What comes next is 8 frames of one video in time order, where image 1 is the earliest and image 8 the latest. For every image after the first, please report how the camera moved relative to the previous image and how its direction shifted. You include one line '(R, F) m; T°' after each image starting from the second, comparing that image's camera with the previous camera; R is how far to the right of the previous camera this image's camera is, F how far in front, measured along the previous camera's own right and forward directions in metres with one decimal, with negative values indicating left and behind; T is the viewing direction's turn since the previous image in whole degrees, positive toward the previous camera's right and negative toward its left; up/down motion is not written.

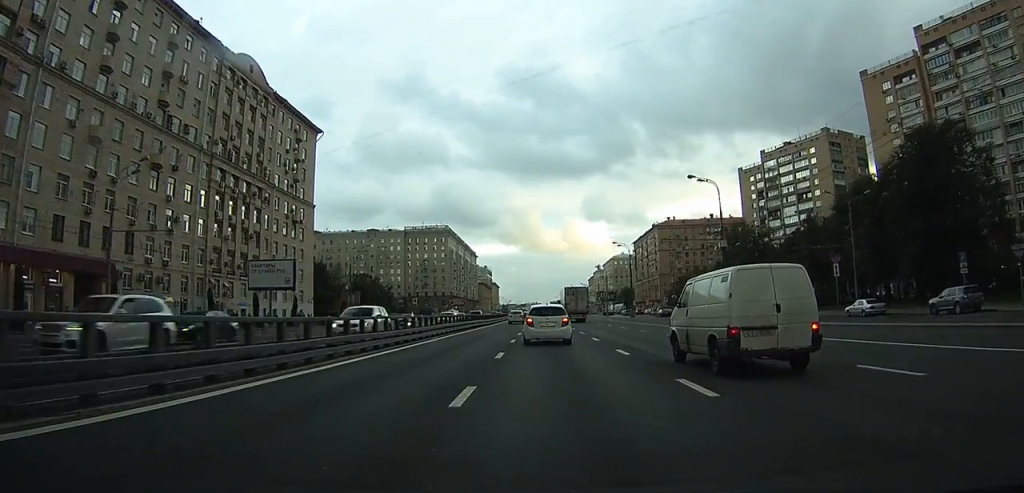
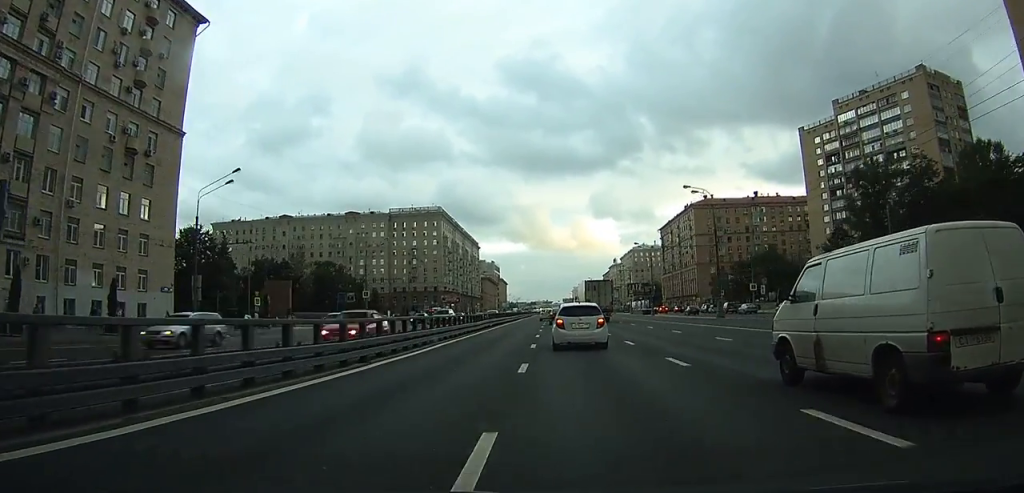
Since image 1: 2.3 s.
(-0.2, +44.0) m; -1°
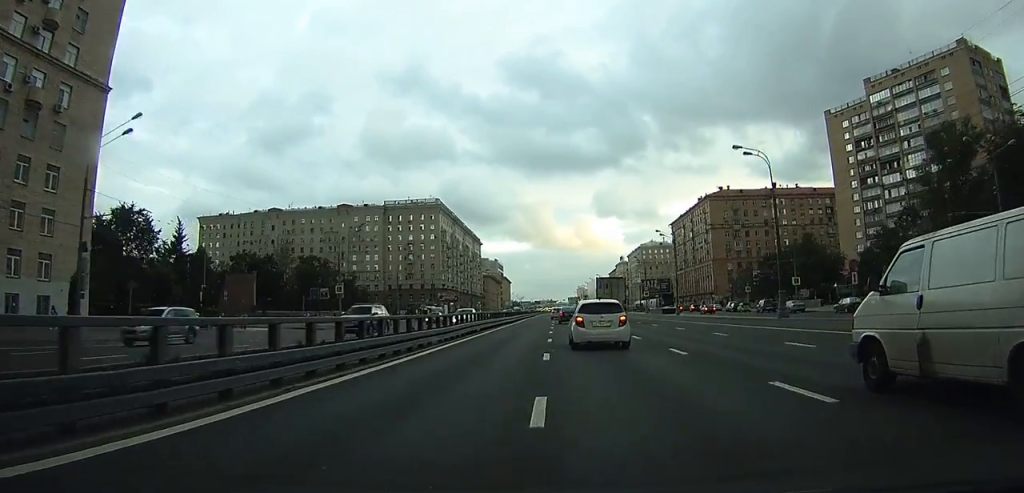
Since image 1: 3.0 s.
(0.0, +13.9) m; 0°
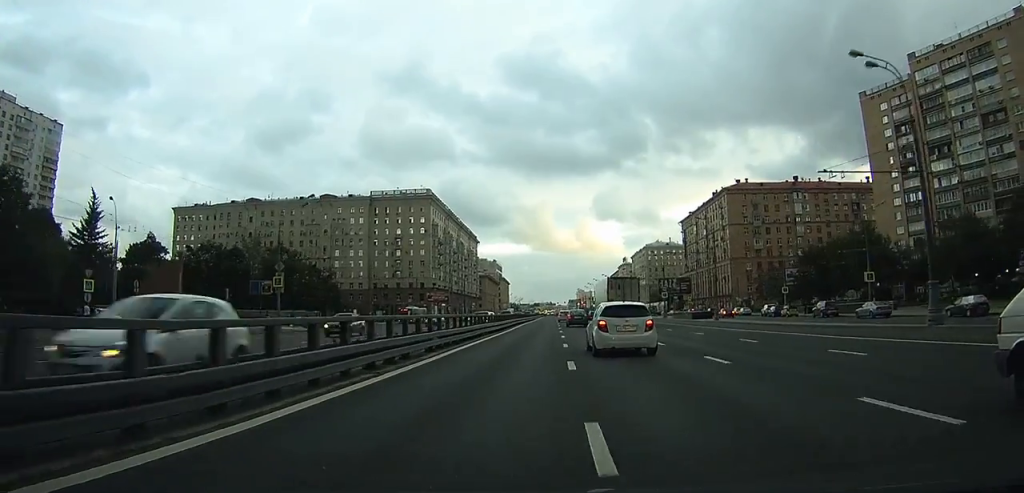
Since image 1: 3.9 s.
(-0.1, +18.0) m; 0°
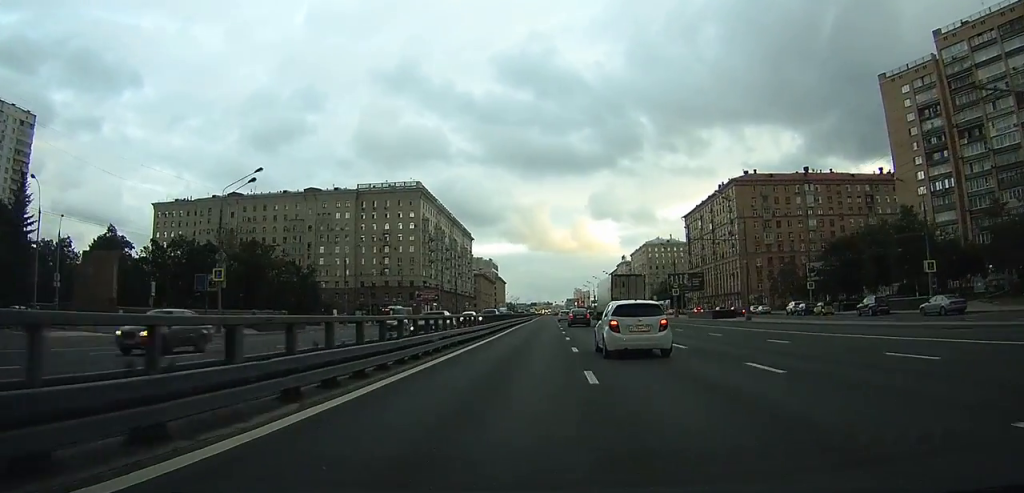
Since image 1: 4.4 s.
(0.0, +10.7) m; 0°
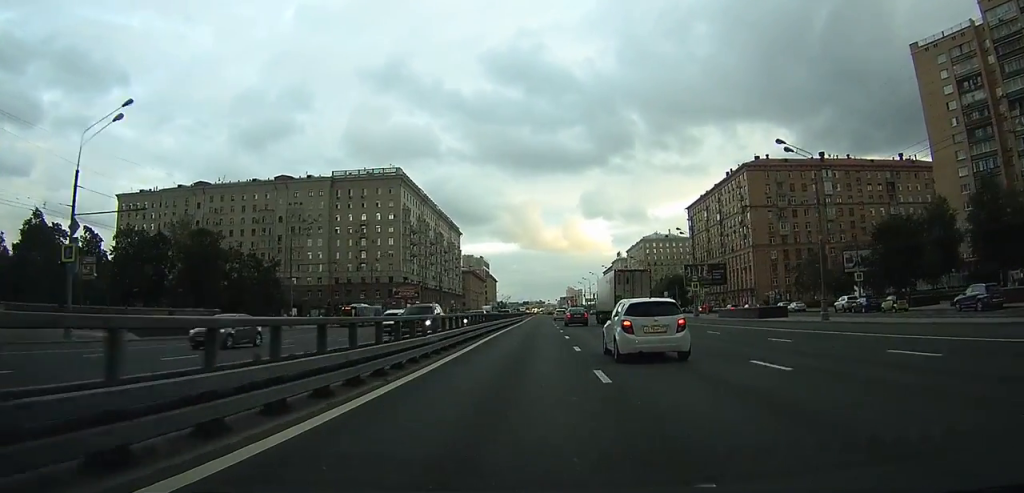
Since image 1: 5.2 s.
(0.0, +16.2) m; 0°
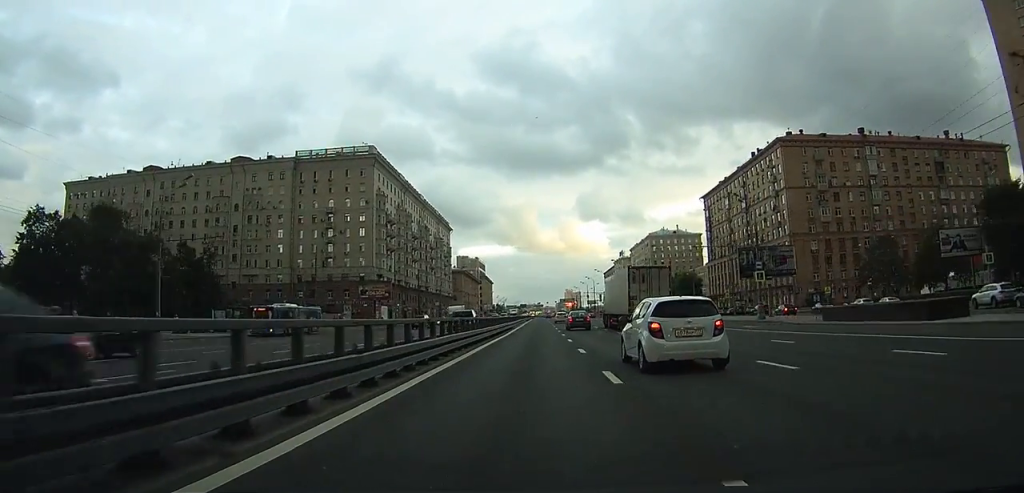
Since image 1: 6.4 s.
(+0.1, +24.4) m; +1°
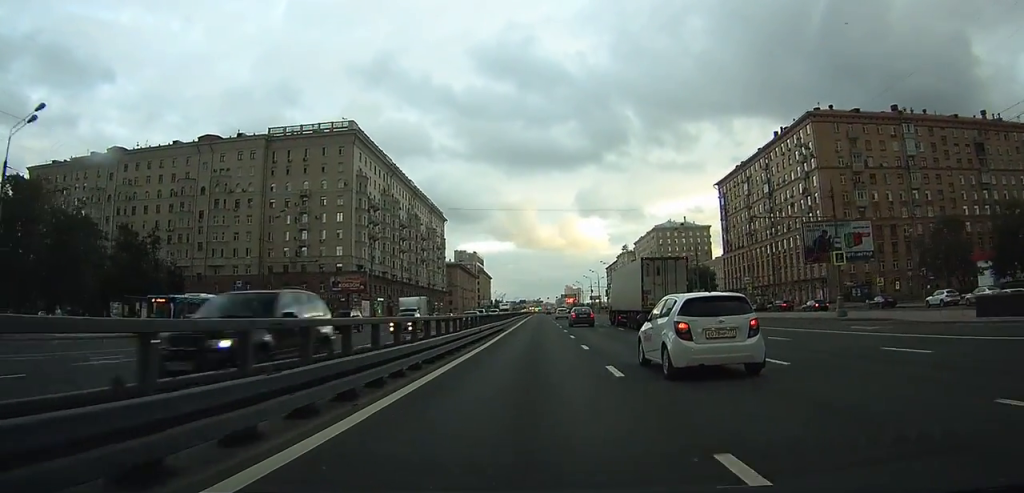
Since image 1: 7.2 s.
(+0.1, +15.6) m; 0°
